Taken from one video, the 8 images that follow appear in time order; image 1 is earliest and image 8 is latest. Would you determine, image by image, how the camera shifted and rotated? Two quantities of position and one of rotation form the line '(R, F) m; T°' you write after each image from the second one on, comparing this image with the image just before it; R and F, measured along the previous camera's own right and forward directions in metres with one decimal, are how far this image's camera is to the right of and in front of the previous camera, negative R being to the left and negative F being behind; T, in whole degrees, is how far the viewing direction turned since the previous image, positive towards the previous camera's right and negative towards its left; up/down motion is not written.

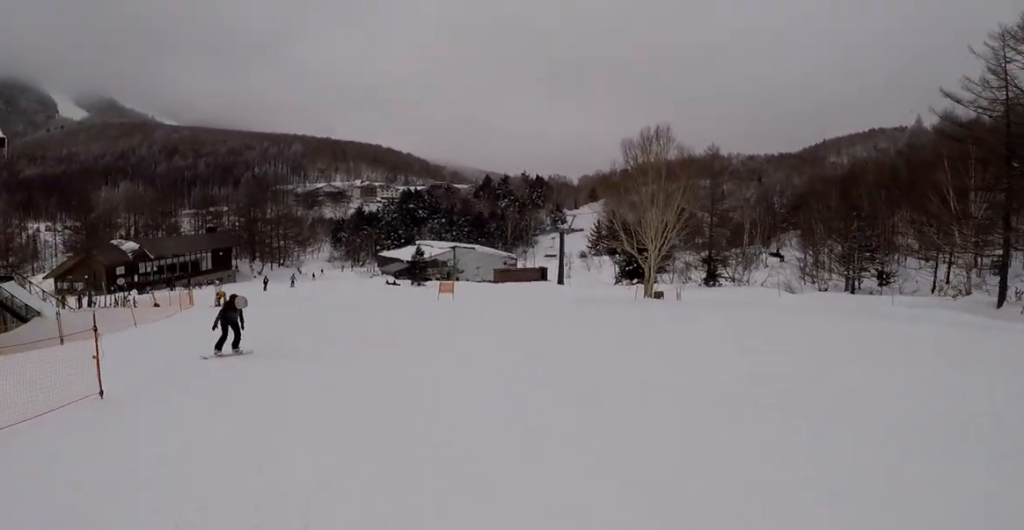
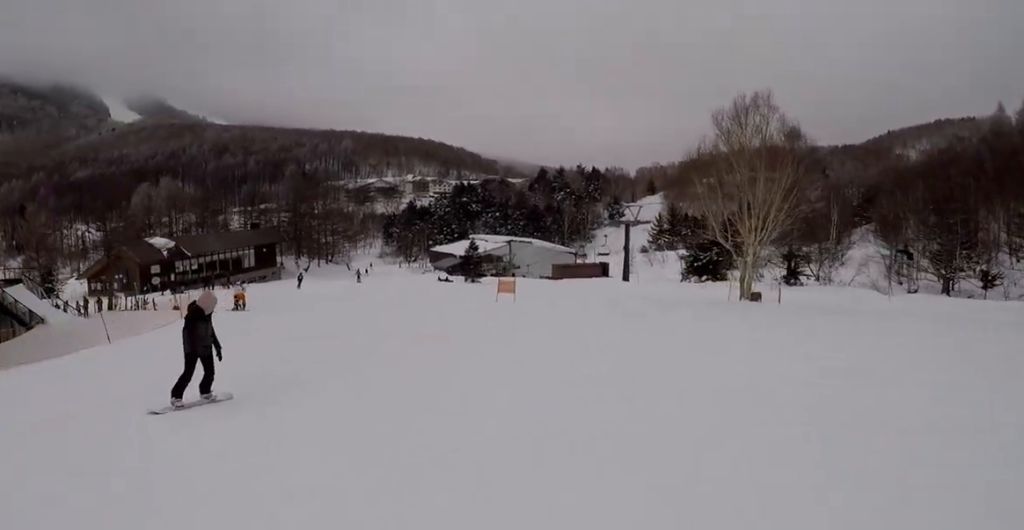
(+0.3, +6.1) m; -2°
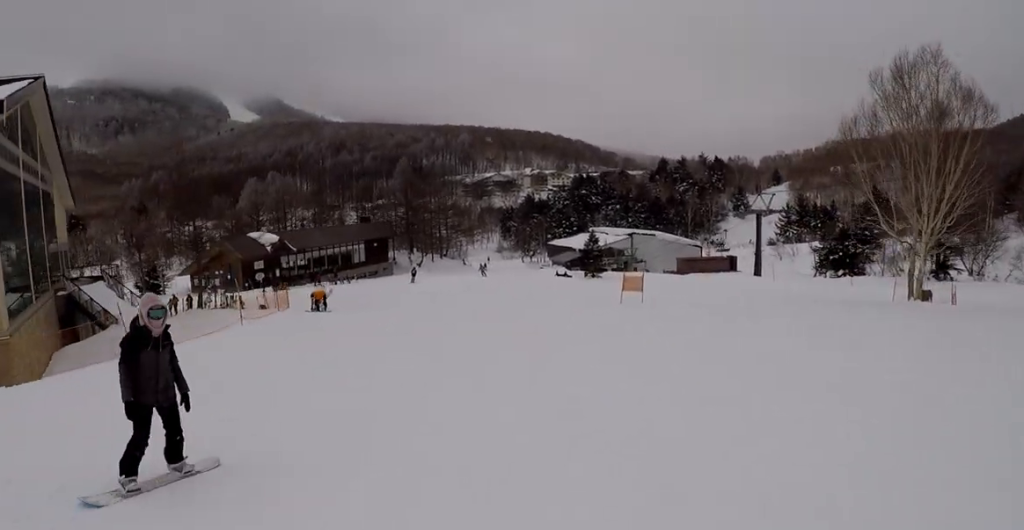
(-0.4, +4.4) m; -5°
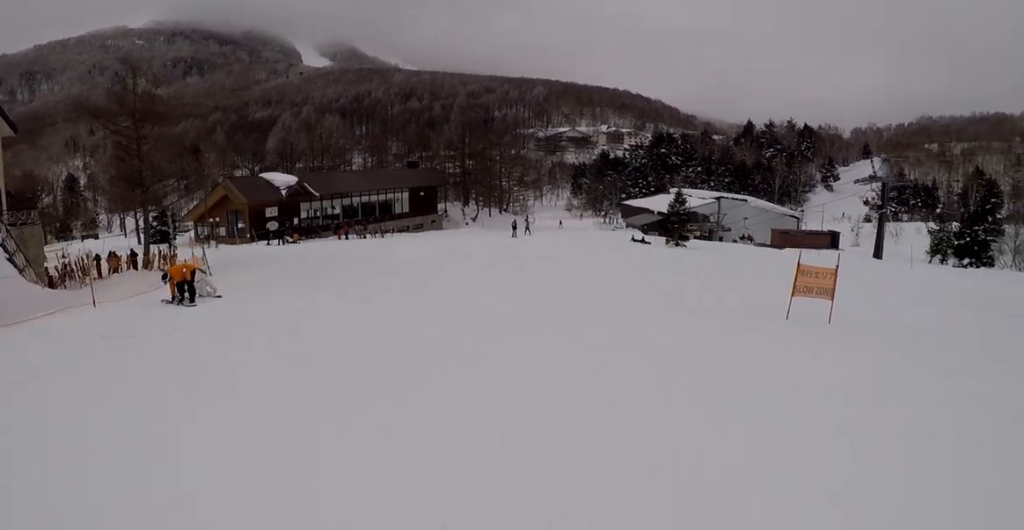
(-2.3, +13.4) m; -11°
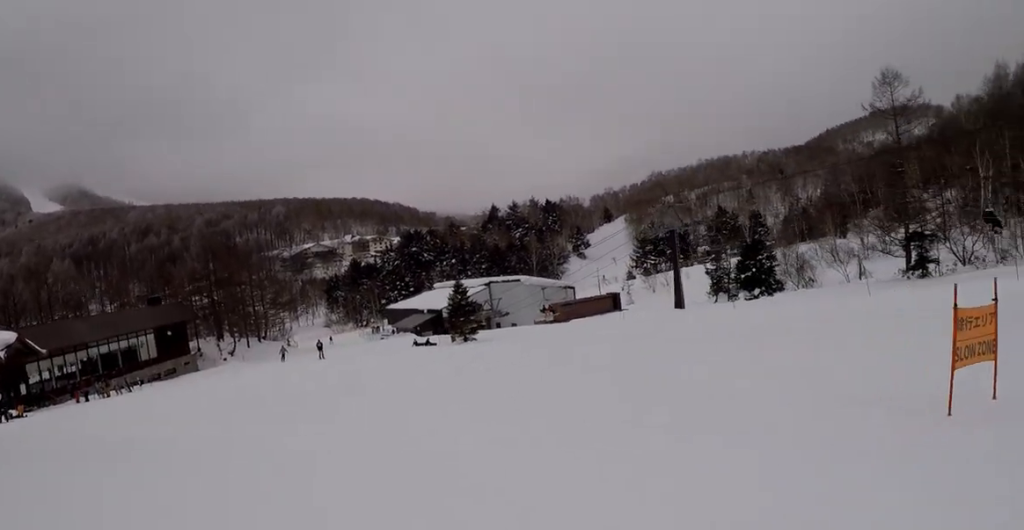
(+0.9, +8.2) m; +9°
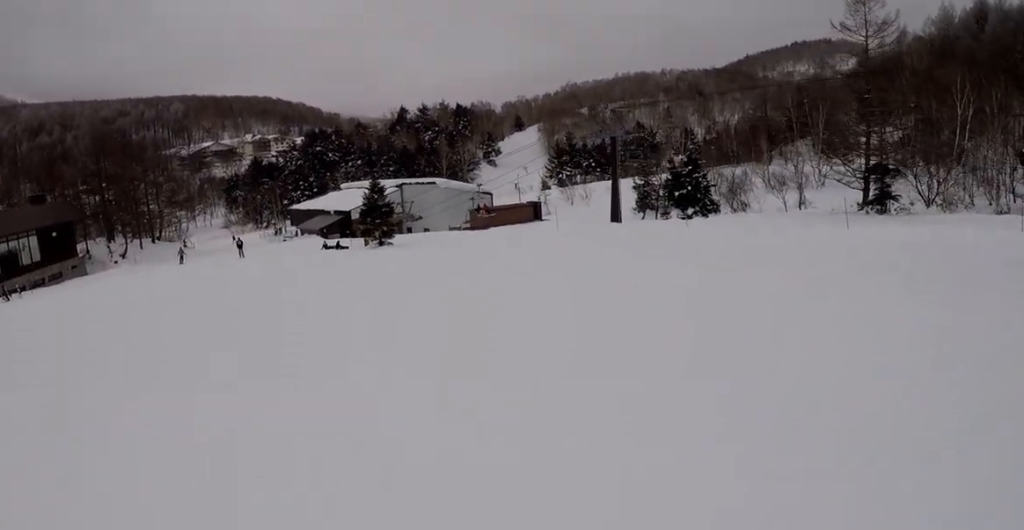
(0.0, +5.4) m; 0°
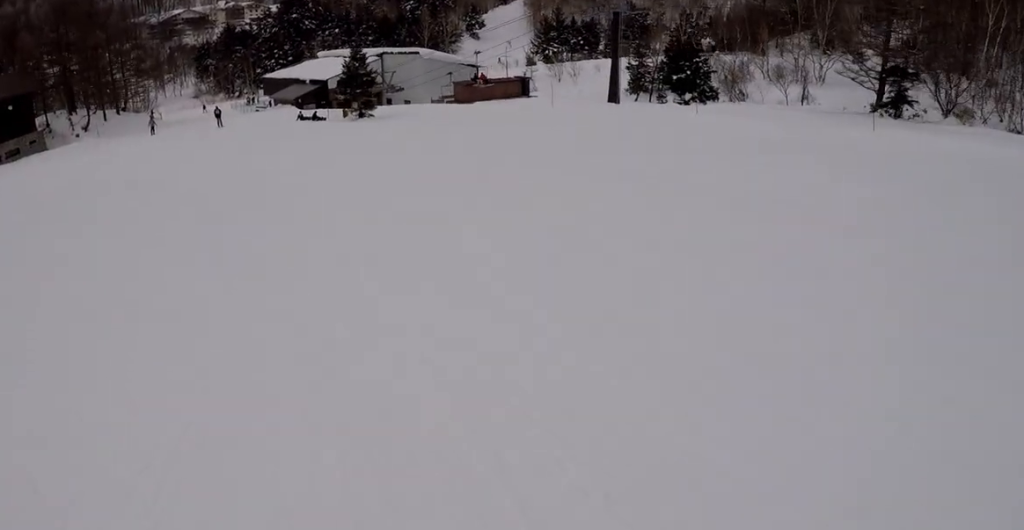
(0.0, +3.0) m; 0°
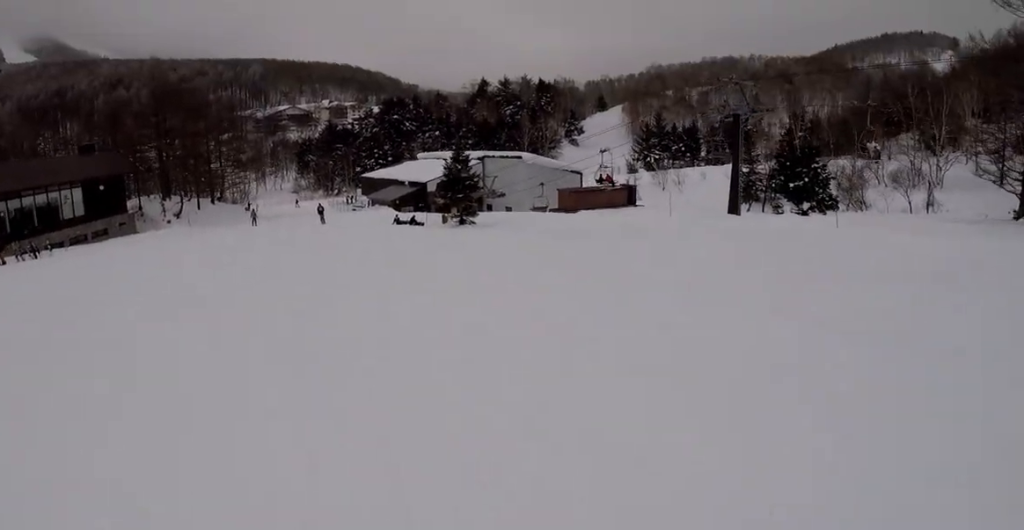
(0.0, +4.5) m; -1°
